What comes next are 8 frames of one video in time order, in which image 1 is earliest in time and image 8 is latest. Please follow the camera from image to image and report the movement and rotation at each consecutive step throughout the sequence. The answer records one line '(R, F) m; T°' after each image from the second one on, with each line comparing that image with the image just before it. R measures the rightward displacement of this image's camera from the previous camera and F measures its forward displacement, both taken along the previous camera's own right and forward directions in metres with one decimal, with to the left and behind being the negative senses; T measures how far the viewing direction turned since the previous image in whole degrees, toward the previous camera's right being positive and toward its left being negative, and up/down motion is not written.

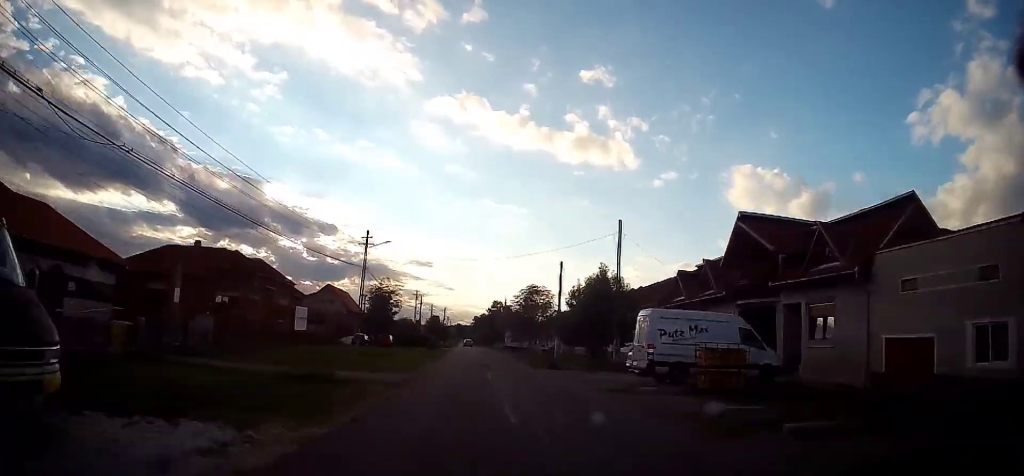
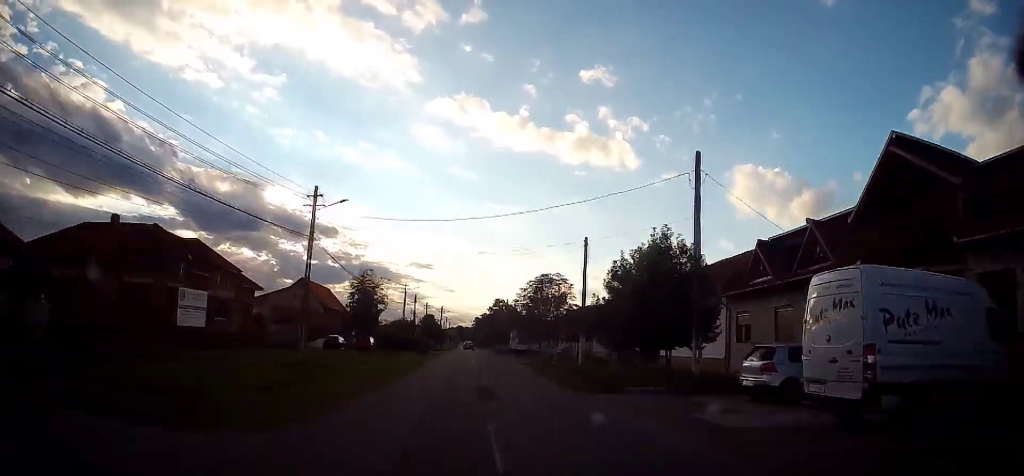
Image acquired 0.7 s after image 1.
(+0.1, +11.3) m; 0°
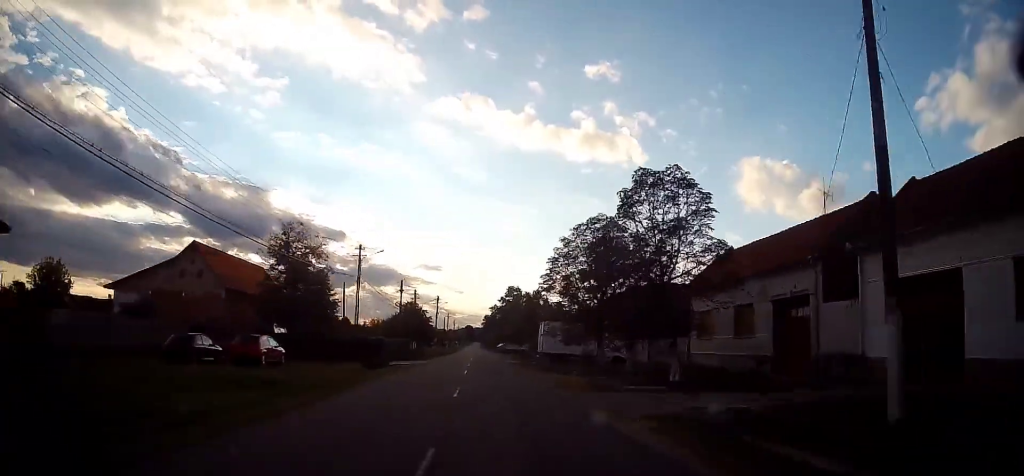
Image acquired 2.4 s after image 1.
(+0.1, +27.3) m; 0°
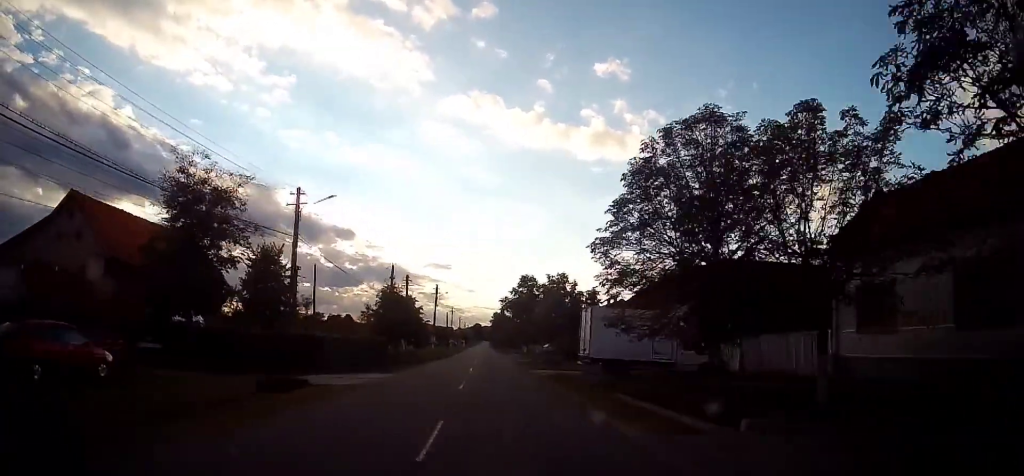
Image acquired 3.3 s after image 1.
(-0.5, +14.6) m; -2°
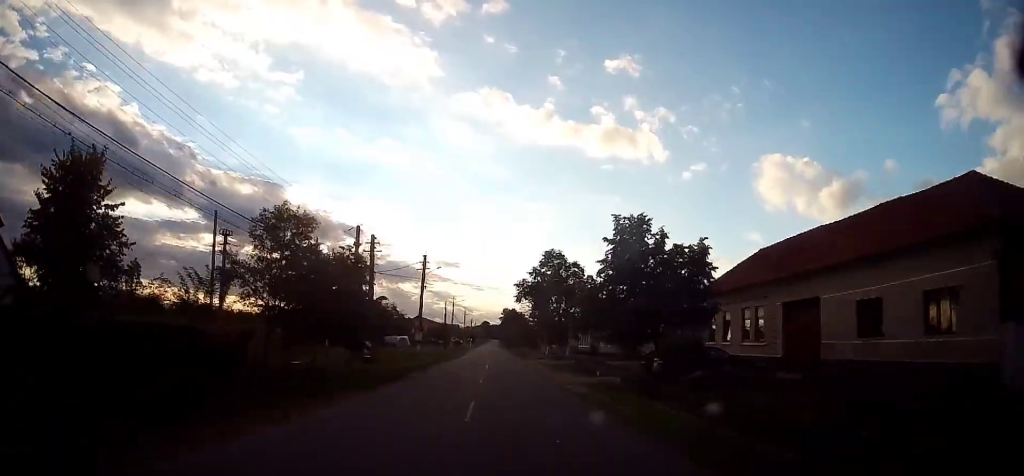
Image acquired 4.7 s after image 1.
(-0.3, +22.1) m; -2°
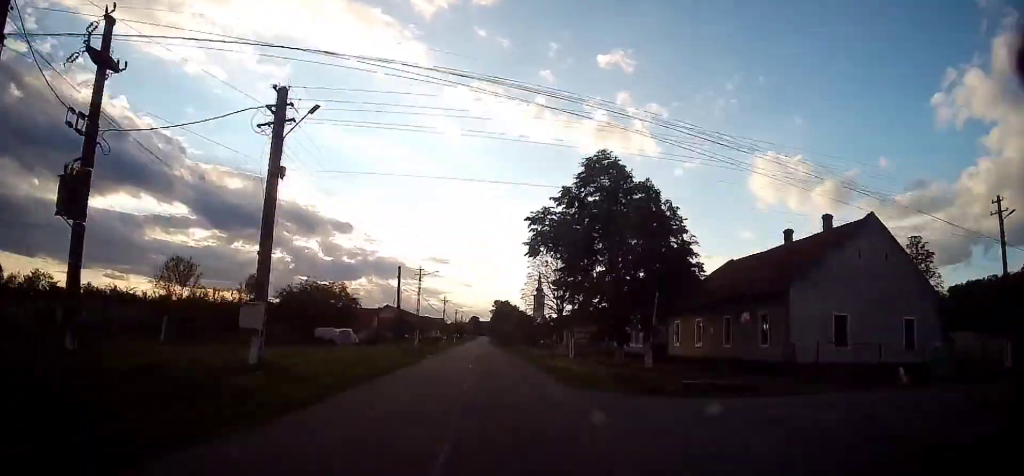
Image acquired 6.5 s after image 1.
(+0.2, +31.2) m; +3°
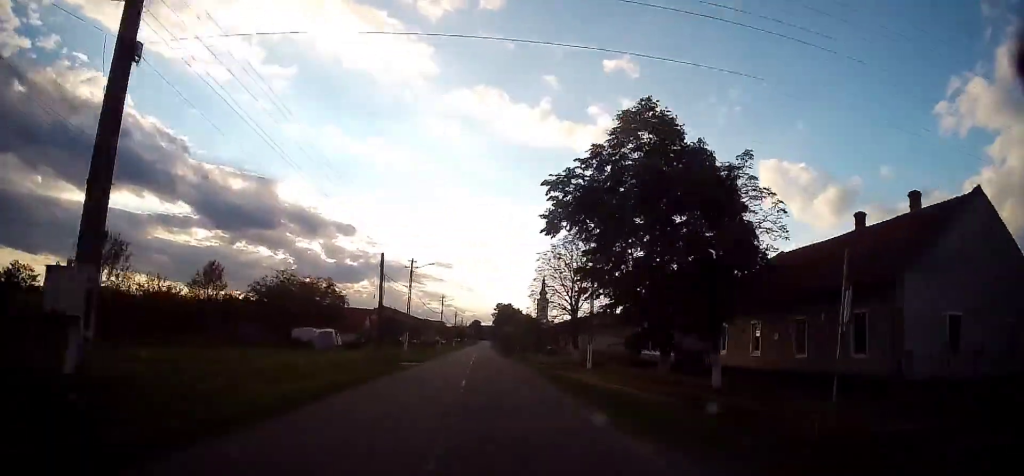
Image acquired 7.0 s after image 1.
(+0.2, +7.5) m; 0°
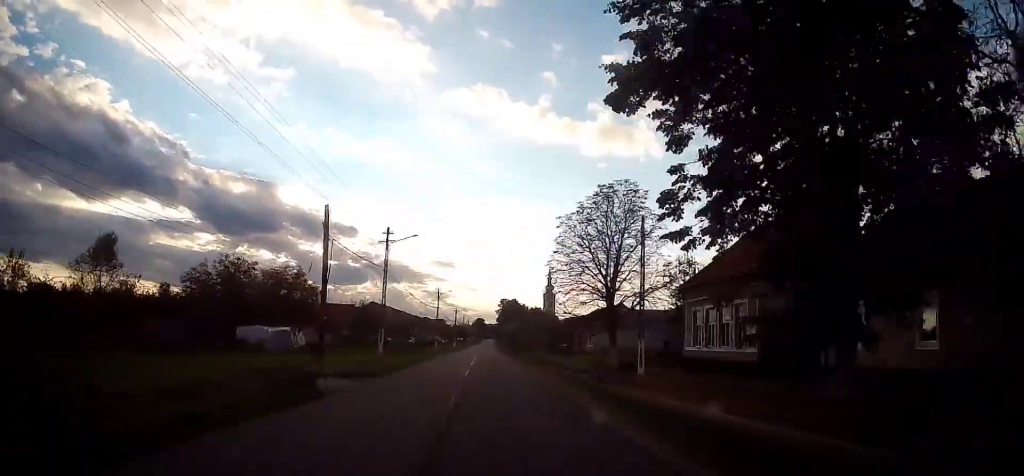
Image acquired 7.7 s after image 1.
(+0.1, +11.9) m; 0°
